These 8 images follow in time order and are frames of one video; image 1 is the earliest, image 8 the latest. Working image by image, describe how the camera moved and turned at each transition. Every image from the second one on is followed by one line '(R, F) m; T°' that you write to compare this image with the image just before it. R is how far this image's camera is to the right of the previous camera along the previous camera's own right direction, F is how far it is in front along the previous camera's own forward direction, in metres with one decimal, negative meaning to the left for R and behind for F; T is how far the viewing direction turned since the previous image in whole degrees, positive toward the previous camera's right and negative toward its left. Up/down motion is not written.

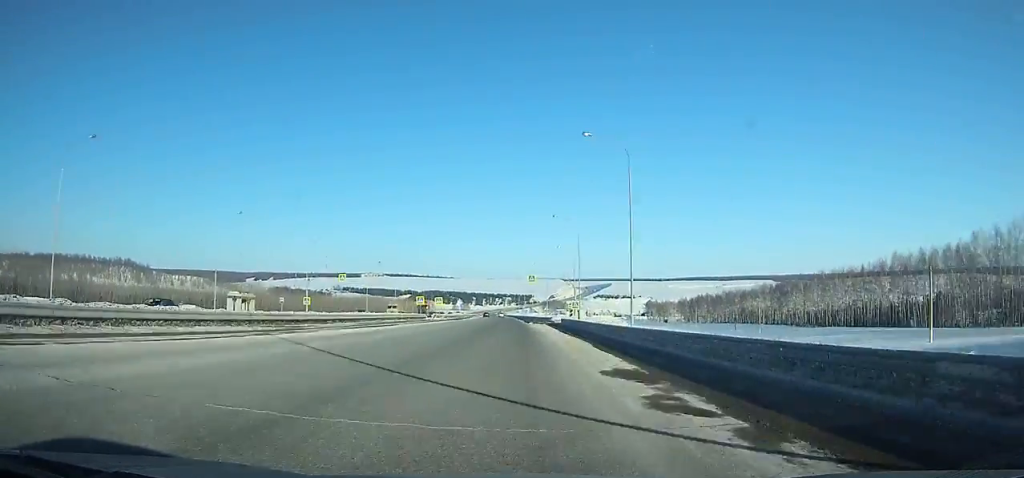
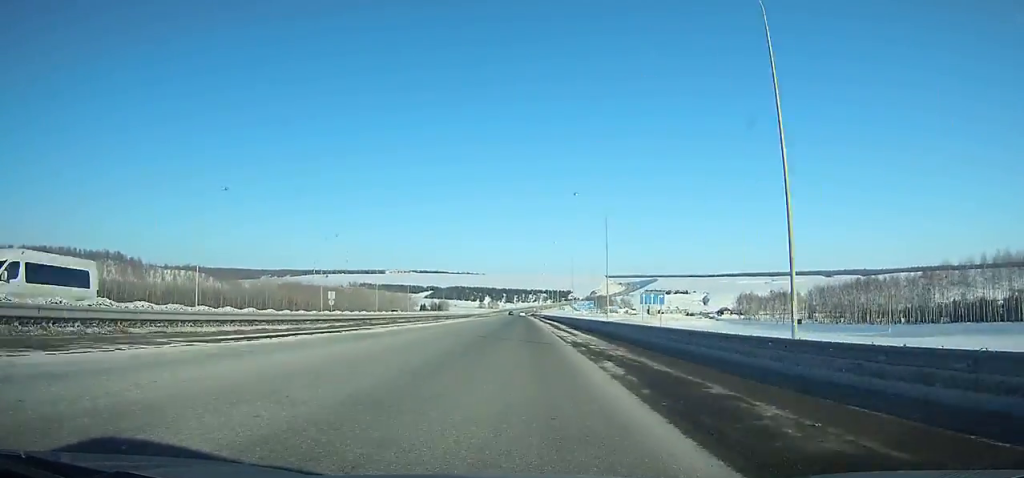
(-5.5, +151.3) m; -3°
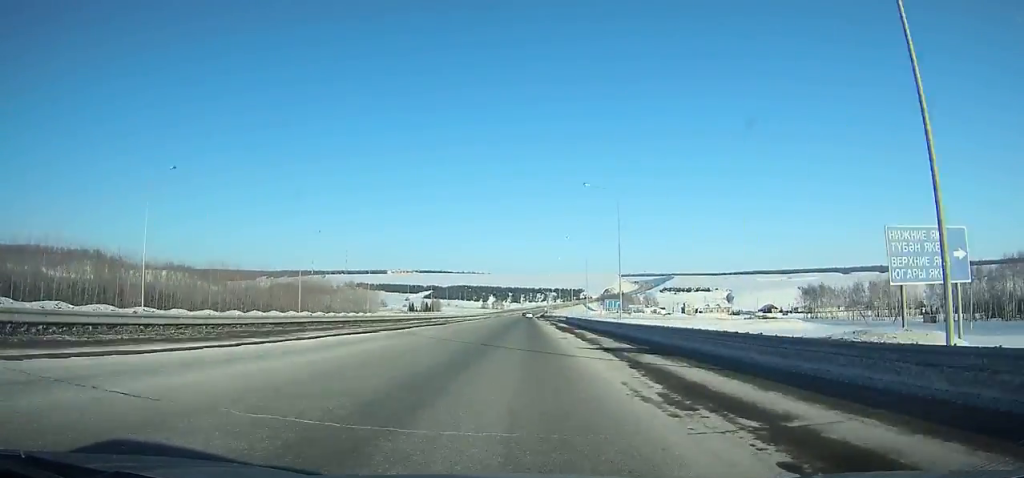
(-0.6, +82.3) m; -1°
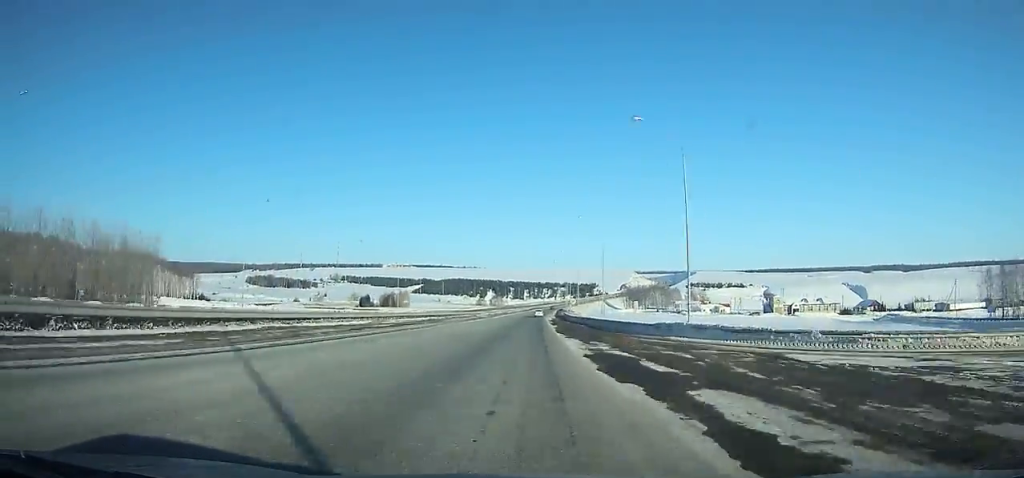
(-0.3, +123.0) m; 0°
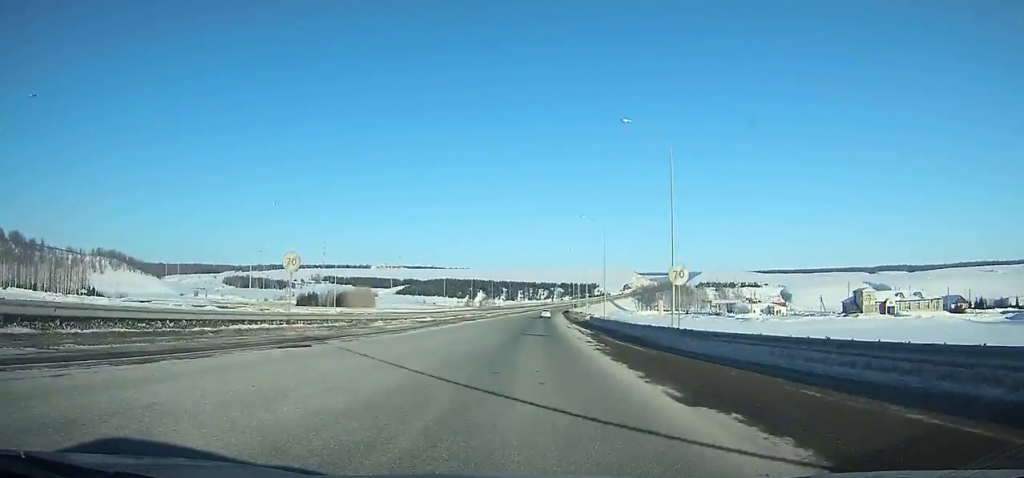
(+0.2, +69.6) m; +1°
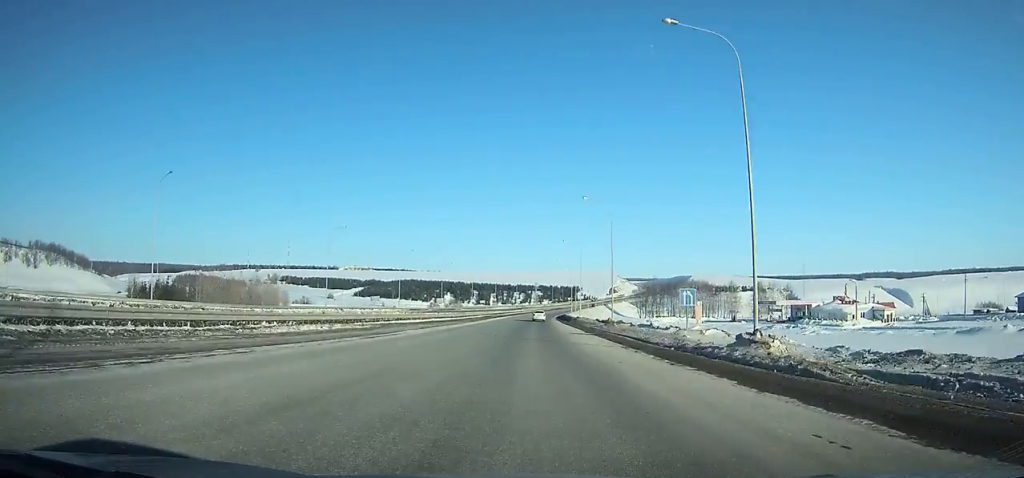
(+0.9, +80.2) m; +2°
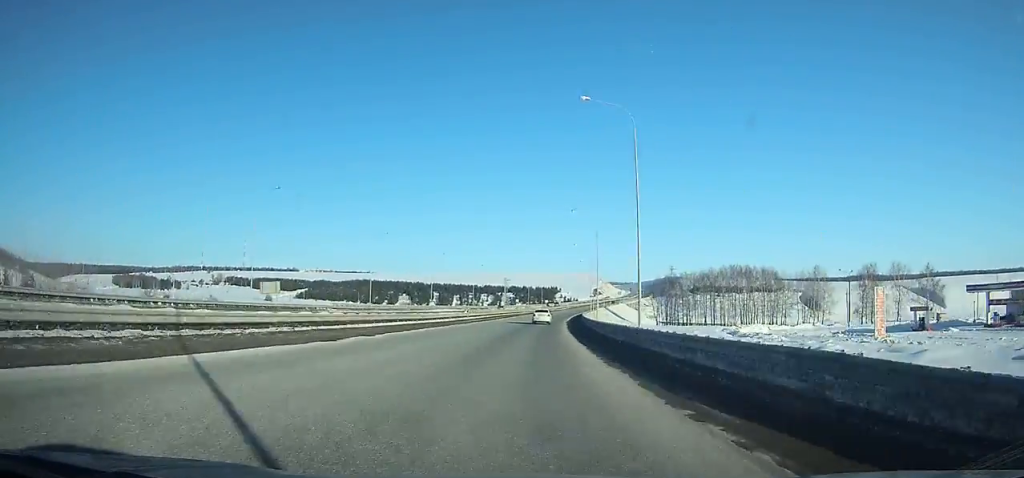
(+2.4, +91.9) m; +3°
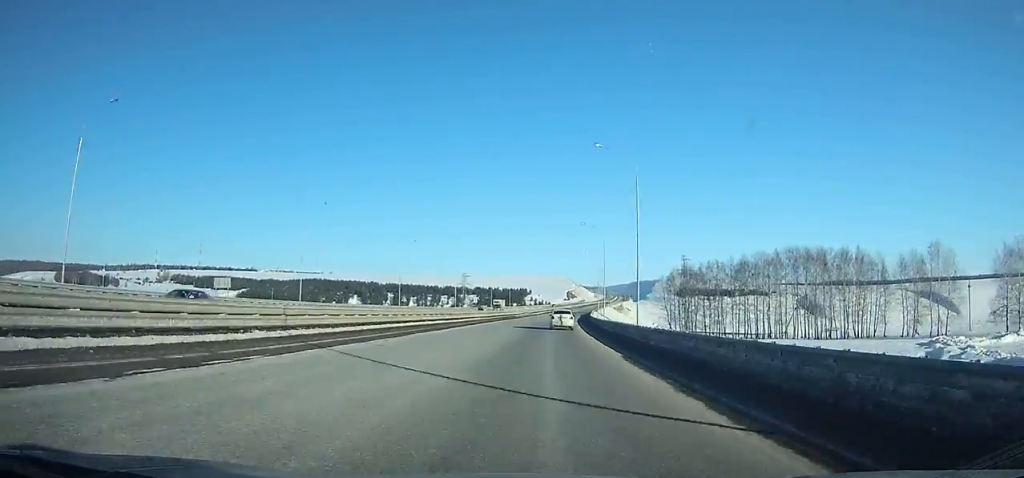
(+1.1, +55.0) m; +2°
